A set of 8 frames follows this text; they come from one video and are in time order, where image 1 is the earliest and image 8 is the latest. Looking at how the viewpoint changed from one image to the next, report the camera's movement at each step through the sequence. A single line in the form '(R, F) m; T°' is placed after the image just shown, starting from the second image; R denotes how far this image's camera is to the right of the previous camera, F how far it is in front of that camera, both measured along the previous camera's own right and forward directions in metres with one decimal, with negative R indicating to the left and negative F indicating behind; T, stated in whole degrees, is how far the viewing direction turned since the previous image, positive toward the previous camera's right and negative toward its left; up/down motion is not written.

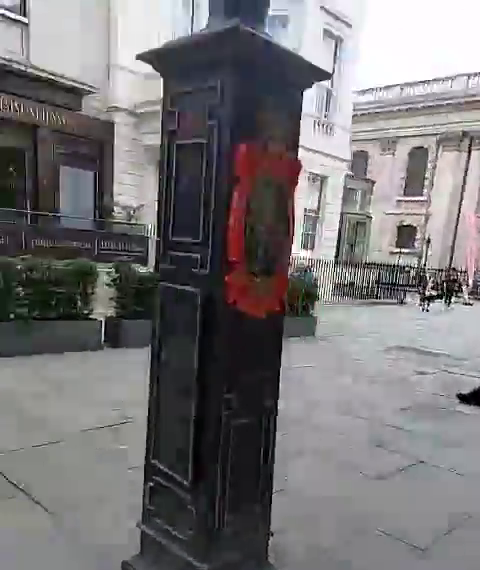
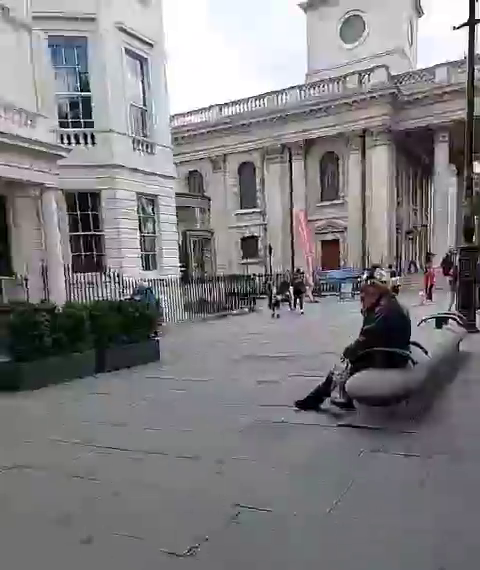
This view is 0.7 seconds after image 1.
(+0.1, +1.1) m; +3°
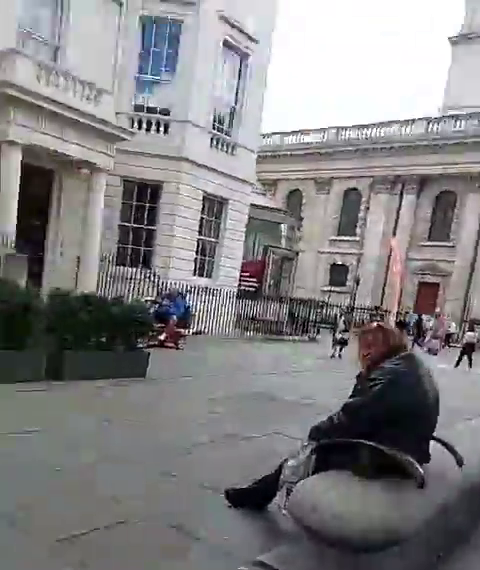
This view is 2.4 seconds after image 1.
(+0.2, +2.7) m; +8°
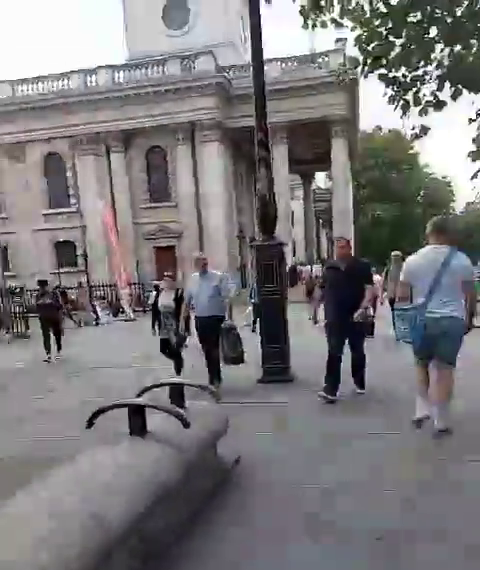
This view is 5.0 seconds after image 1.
(+0.5, +4.0) m; +18°
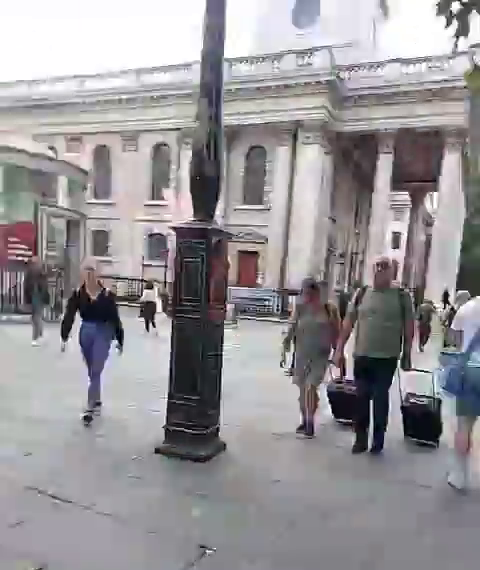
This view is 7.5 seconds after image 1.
(+0.4, +3.7) m; +4°
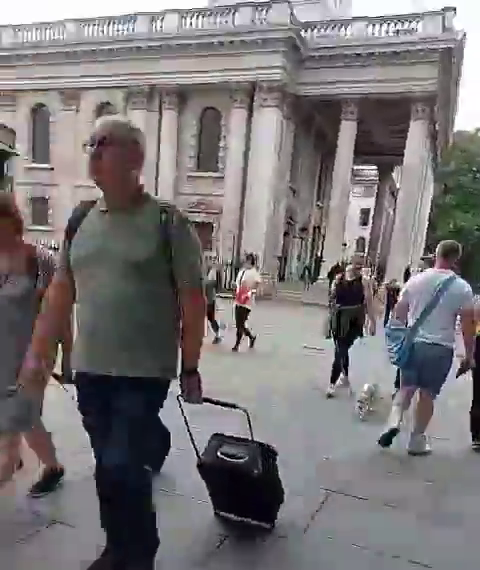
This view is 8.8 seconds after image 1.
(-0.1, +1.8) m; -4°
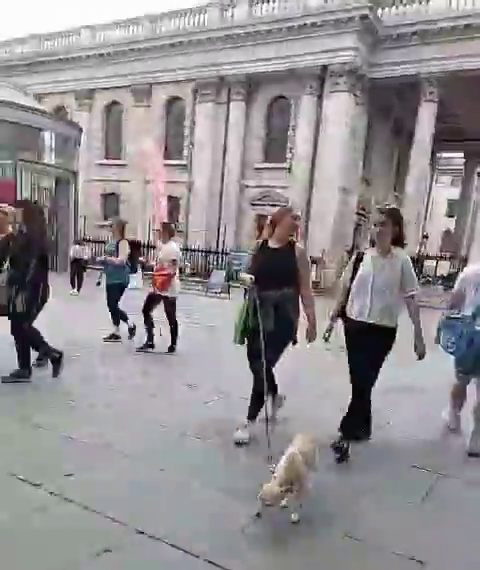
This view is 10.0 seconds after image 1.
(0.0, +1.6) m; -4°
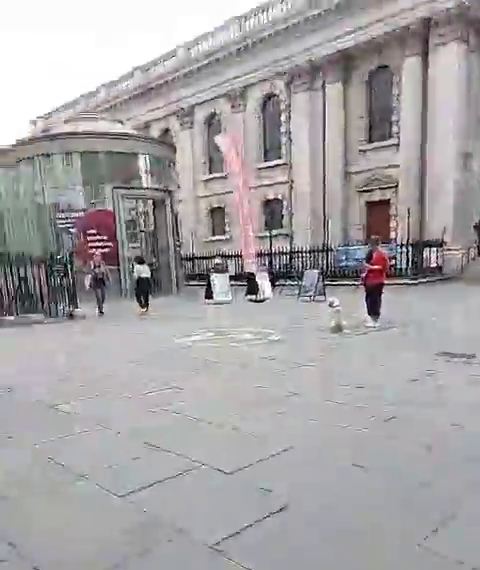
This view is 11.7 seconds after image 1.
(-0.1, +2.1) m; -27°
